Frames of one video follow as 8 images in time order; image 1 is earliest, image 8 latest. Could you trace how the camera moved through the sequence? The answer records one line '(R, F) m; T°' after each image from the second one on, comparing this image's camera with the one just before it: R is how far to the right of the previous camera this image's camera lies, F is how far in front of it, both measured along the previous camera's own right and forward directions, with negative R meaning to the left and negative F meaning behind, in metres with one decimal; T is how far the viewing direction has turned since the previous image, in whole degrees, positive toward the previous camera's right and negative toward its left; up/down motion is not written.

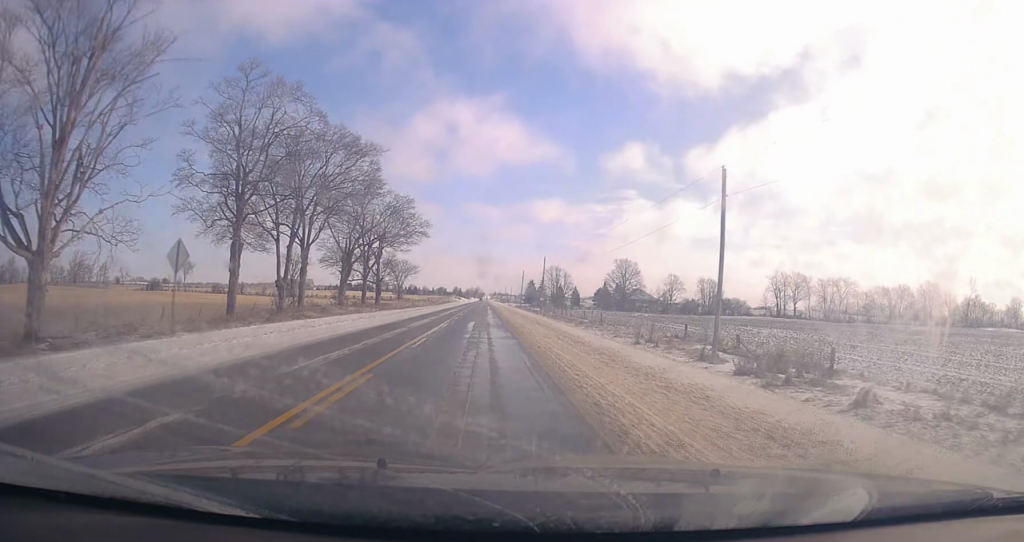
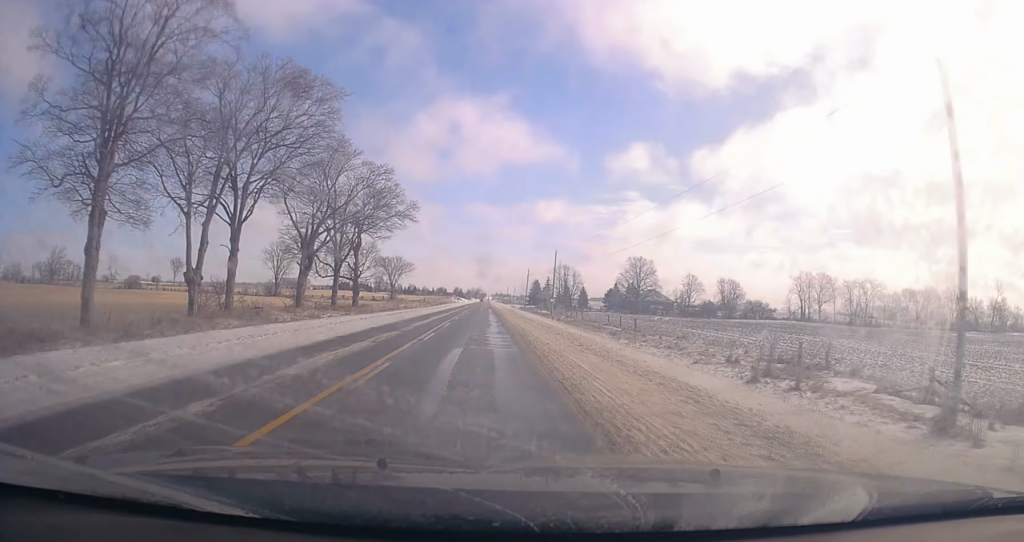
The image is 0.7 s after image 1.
(0.0, +16.2) m; 0°
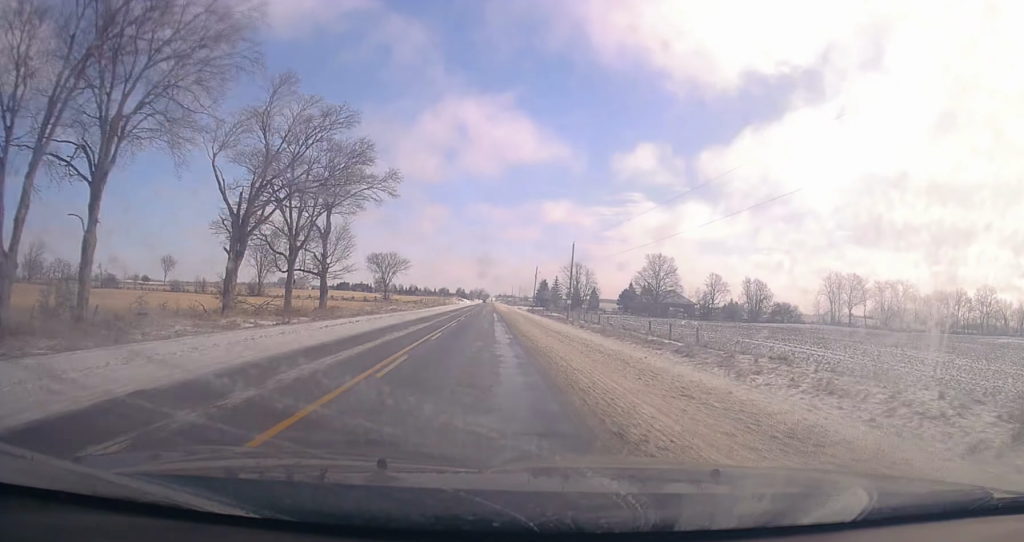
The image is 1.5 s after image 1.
(0.0, +16.0) m; 0°
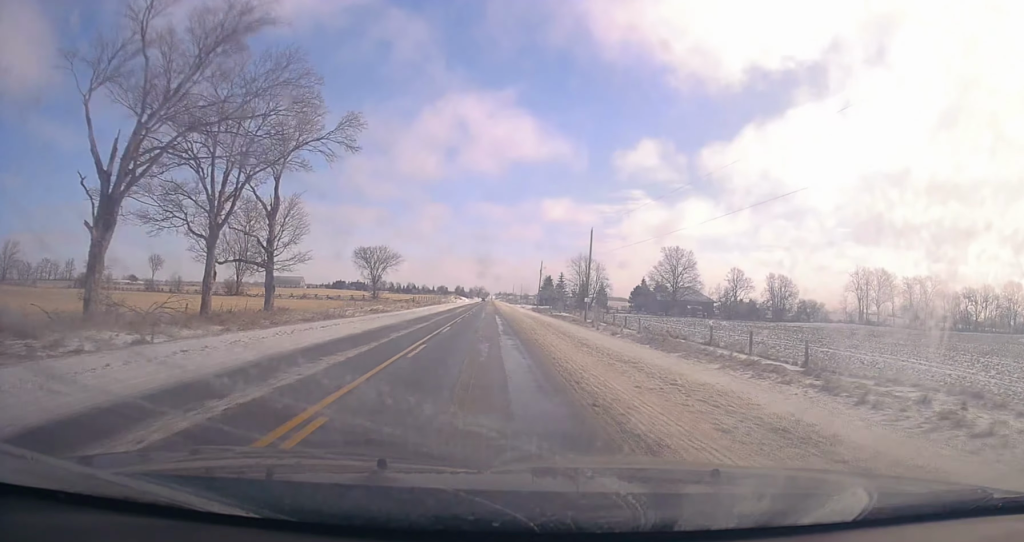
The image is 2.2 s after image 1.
(-0.1, +14.7) m; 0°
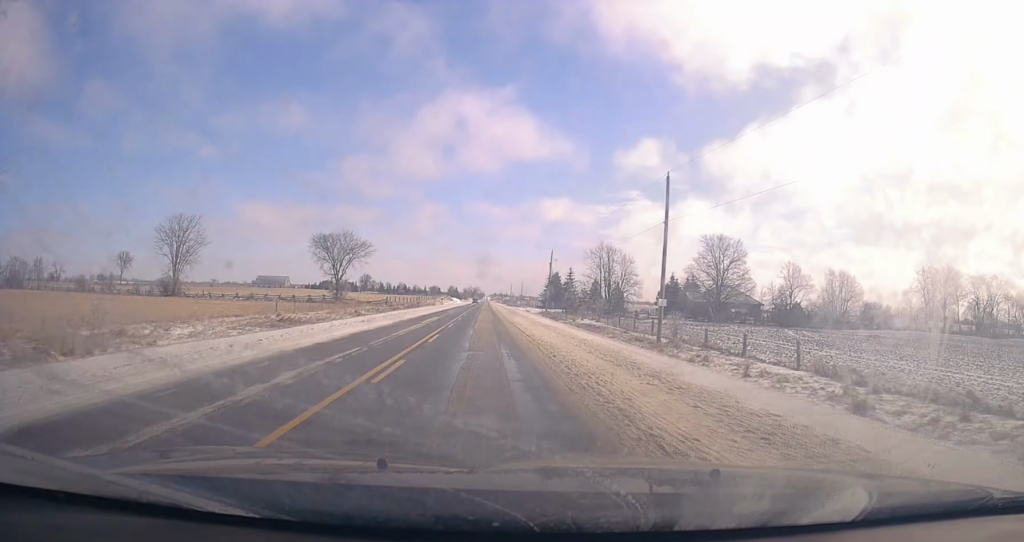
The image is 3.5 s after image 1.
(+0.3, +29.9) m; +1°
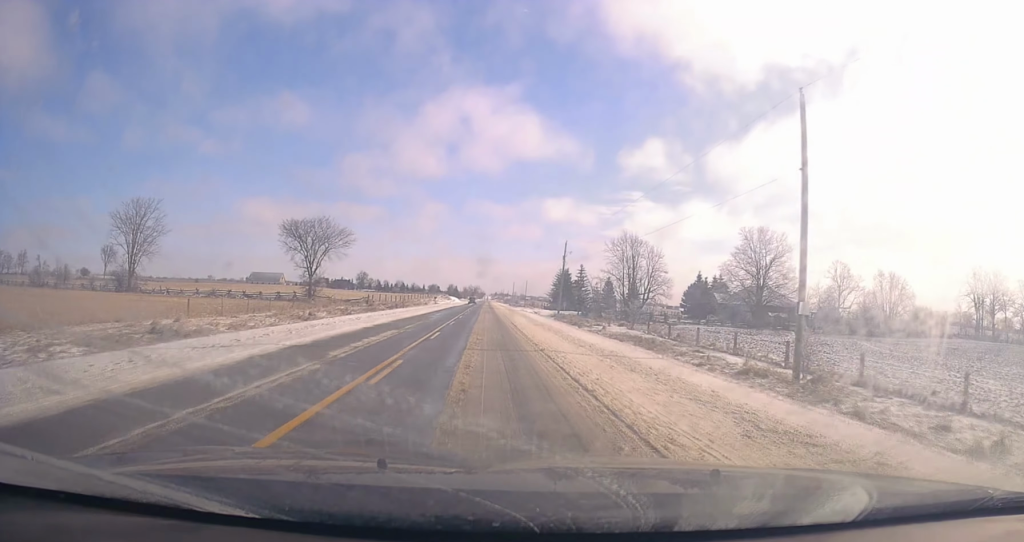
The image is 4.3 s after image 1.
(+0.2, +17.3) m; -1°
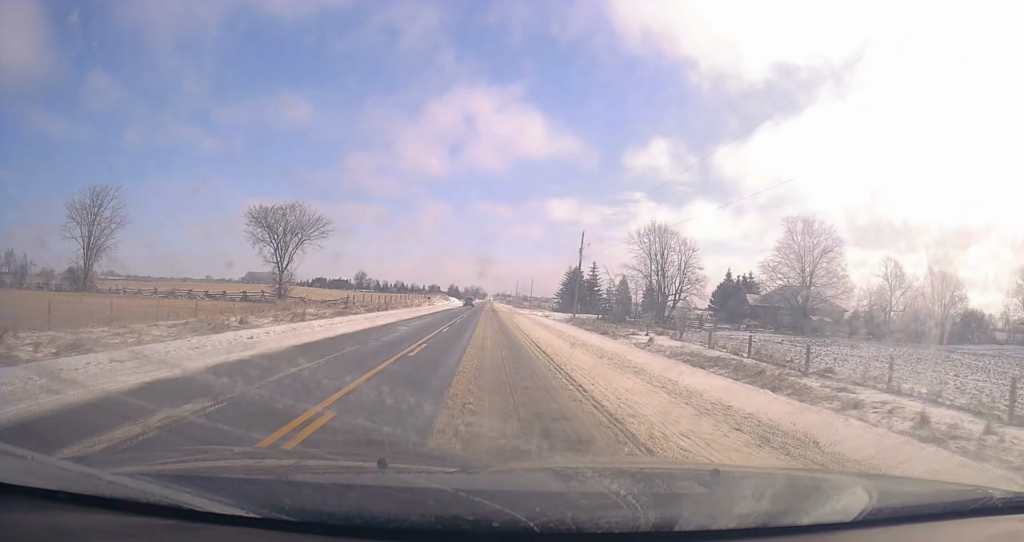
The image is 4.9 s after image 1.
(-0.5, +14.0) m; 0°
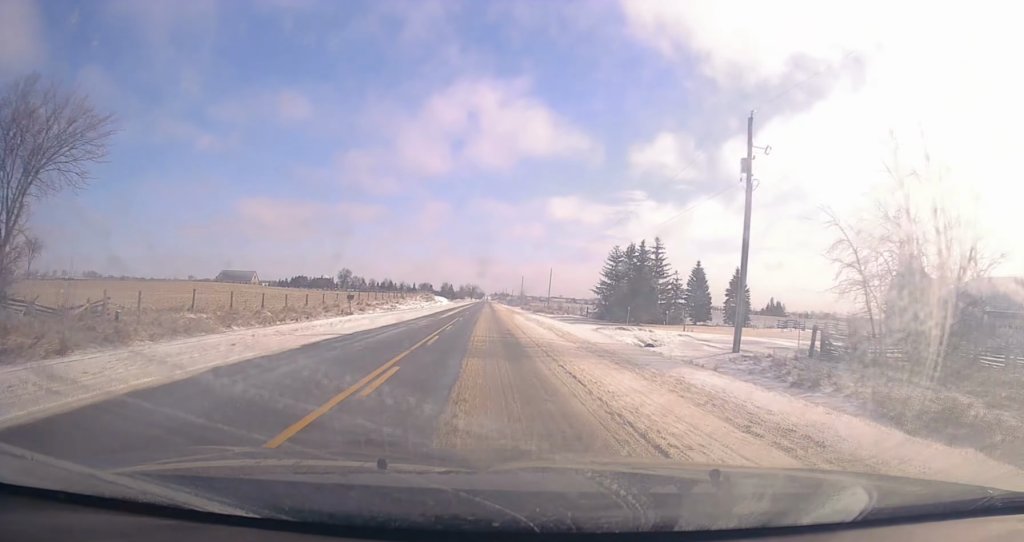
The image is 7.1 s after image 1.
(-0.2, +49.1) m; 0°
